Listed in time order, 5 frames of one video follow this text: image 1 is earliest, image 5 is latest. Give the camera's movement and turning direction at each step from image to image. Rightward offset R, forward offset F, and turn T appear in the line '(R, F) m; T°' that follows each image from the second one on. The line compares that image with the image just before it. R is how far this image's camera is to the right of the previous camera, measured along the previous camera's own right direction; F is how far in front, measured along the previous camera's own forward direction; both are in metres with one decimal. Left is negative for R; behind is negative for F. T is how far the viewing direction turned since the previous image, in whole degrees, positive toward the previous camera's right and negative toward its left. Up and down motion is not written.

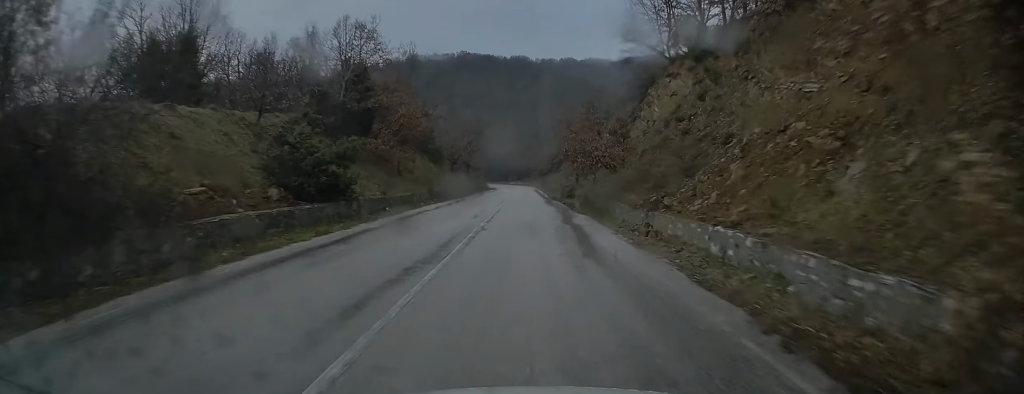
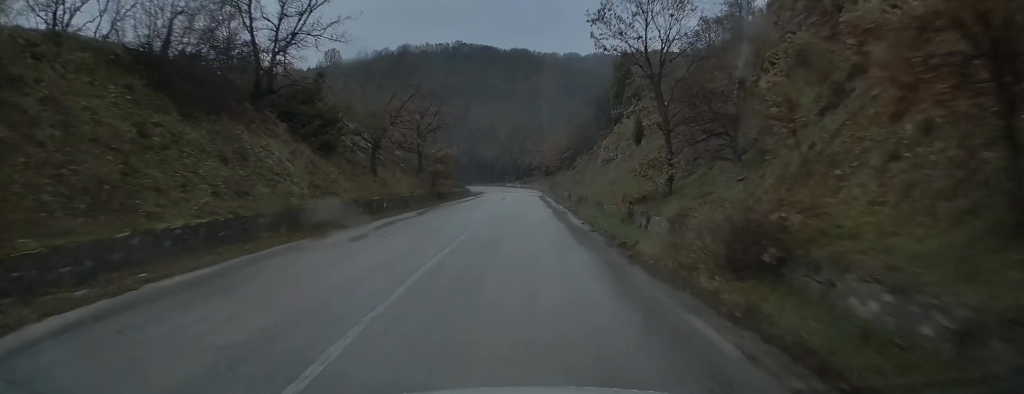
(+2.9, +33.7) m; +5°
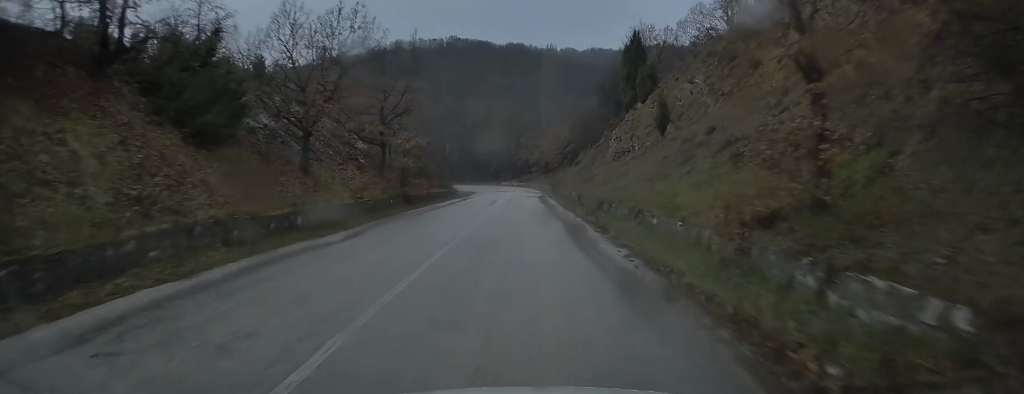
(0.0, +9.6) m; 0°
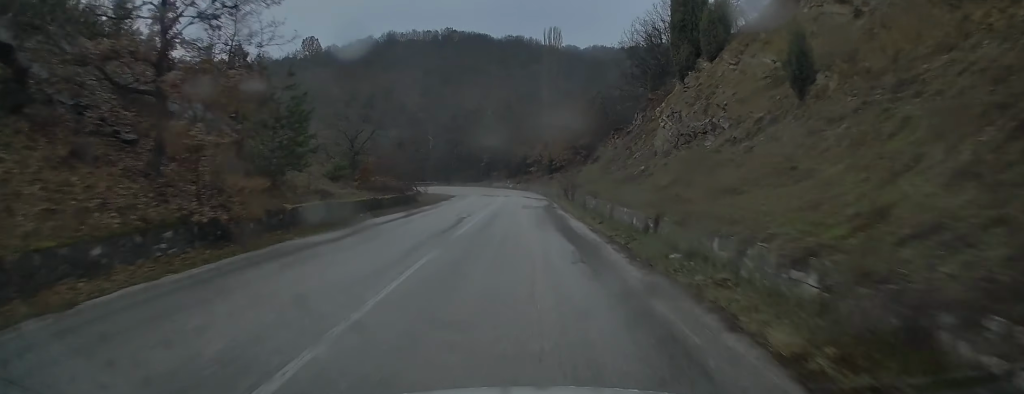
(0.0, +19.6) m; 0°
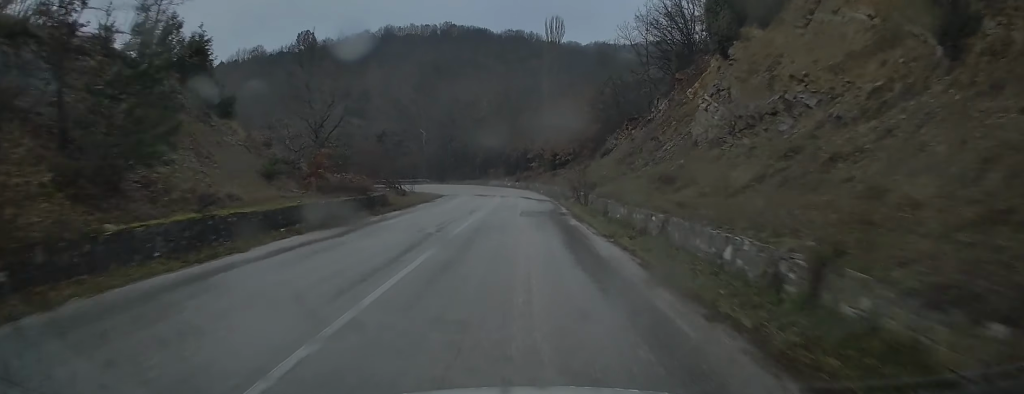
(0.0, +7.4) m; 0°
